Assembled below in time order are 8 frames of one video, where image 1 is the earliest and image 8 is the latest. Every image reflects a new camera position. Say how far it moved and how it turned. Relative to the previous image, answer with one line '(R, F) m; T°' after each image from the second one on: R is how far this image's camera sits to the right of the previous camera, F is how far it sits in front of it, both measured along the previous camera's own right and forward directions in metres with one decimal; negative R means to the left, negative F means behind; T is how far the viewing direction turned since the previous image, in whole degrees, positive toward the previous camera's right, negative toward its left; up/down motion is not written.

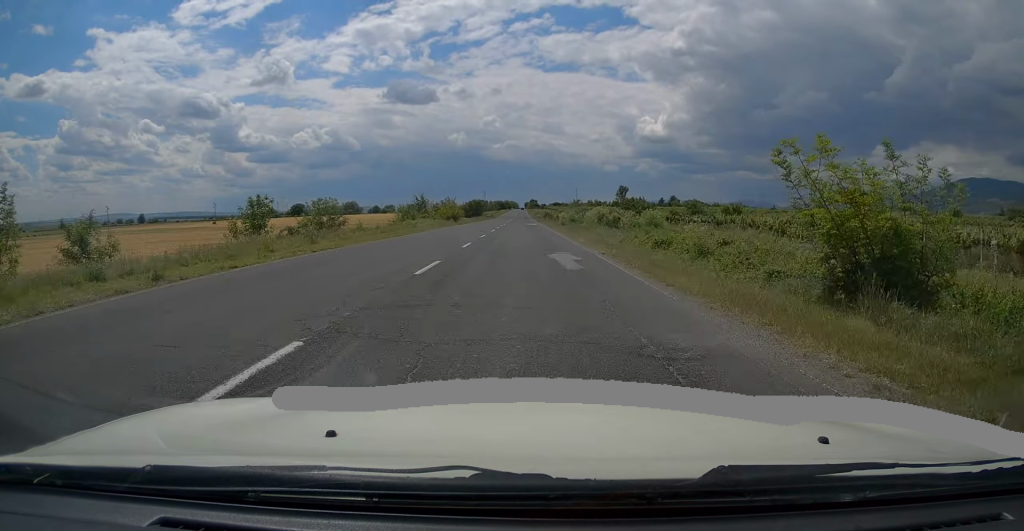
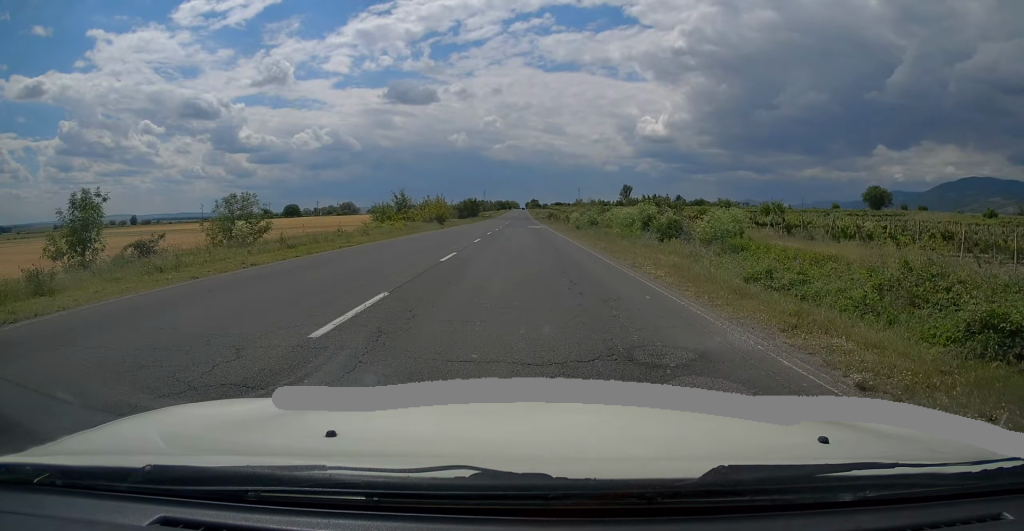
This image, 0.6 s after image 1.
(+0.2, +14.2) m; 0°
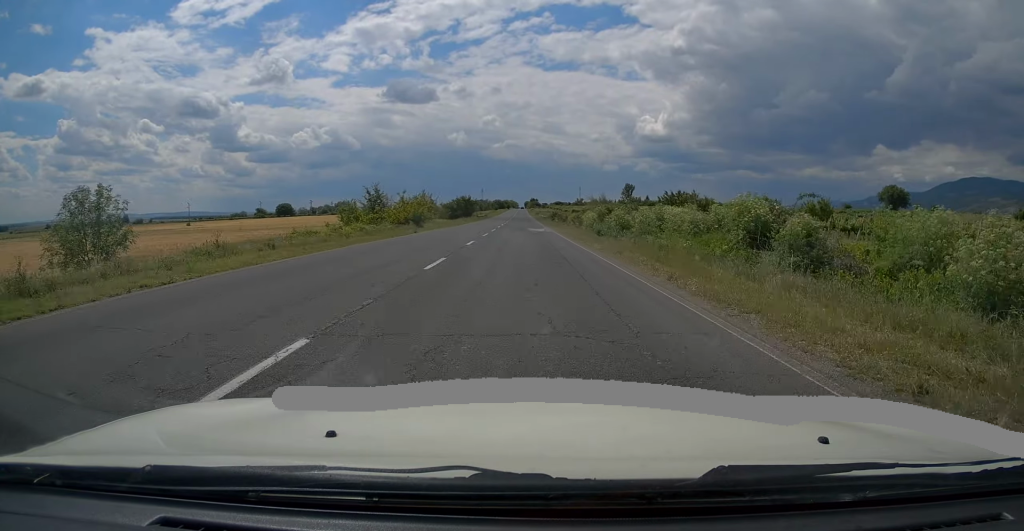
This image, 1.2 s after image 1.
(+0.2, +12.0) m; 0°
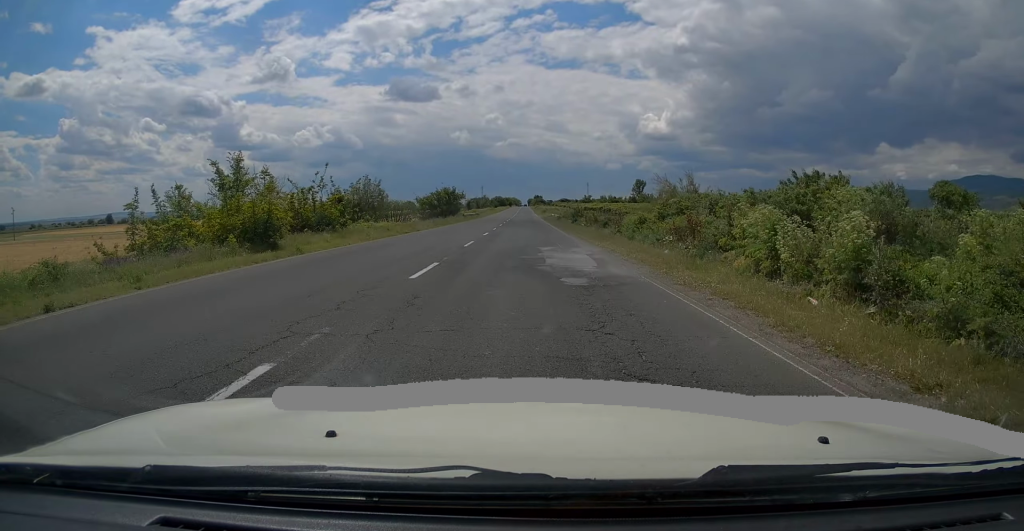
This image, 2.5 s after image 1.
(-0.5, +29.4) m; -1°
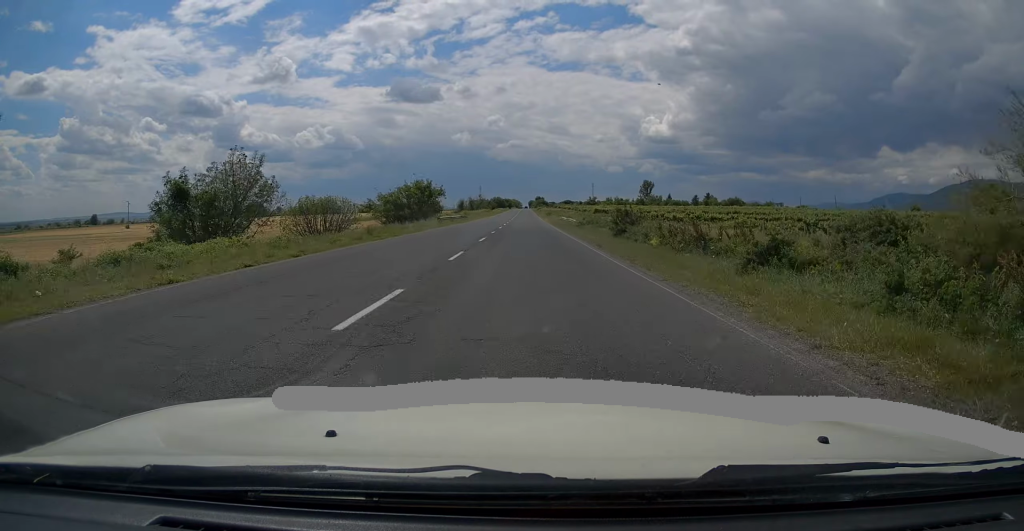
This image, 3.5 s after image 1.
(+0.1, +22.6) m; +1°
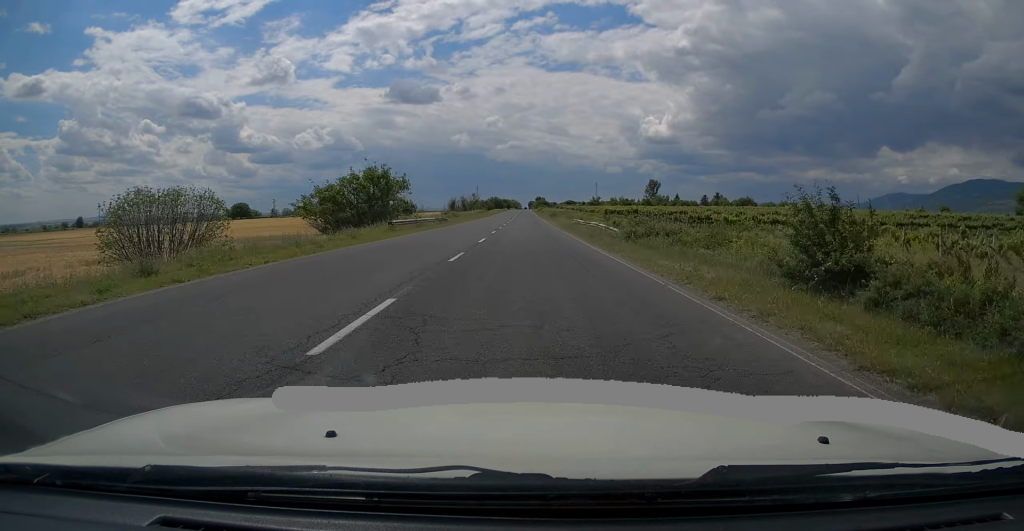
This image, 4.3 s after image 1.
(+0.2, +18.9) m; 0°
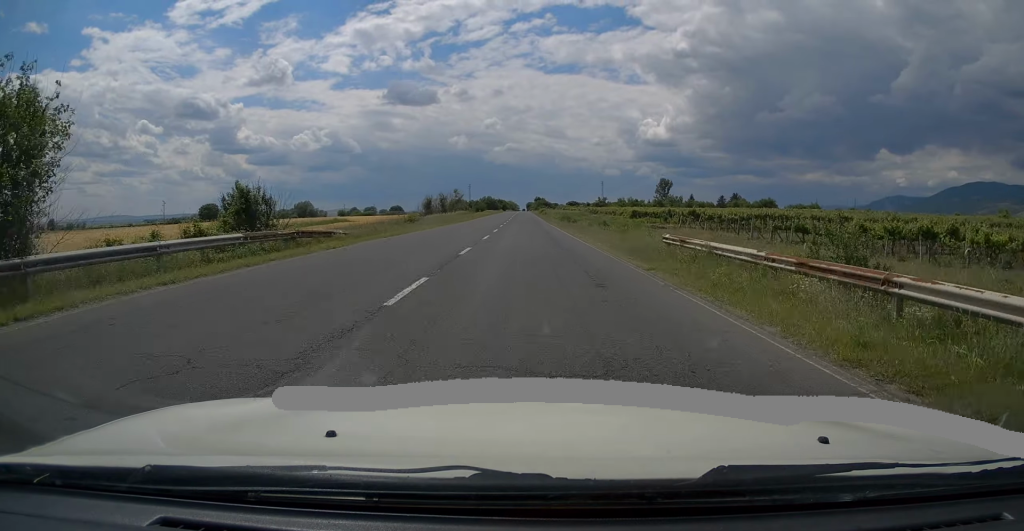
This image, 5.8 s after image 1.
(-0.5, +33.4) m; -1°
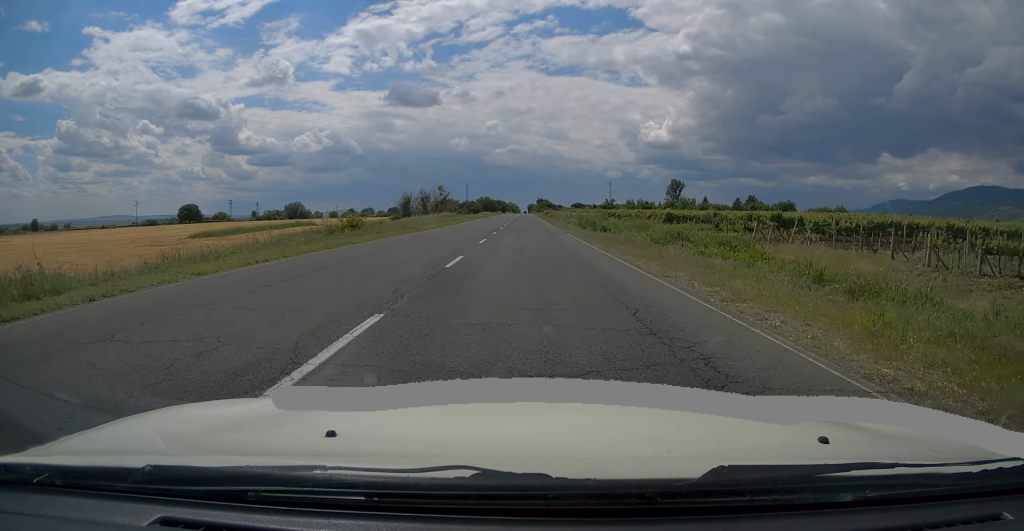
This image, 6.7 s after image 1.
(0.0, +21.4) m; 0°
